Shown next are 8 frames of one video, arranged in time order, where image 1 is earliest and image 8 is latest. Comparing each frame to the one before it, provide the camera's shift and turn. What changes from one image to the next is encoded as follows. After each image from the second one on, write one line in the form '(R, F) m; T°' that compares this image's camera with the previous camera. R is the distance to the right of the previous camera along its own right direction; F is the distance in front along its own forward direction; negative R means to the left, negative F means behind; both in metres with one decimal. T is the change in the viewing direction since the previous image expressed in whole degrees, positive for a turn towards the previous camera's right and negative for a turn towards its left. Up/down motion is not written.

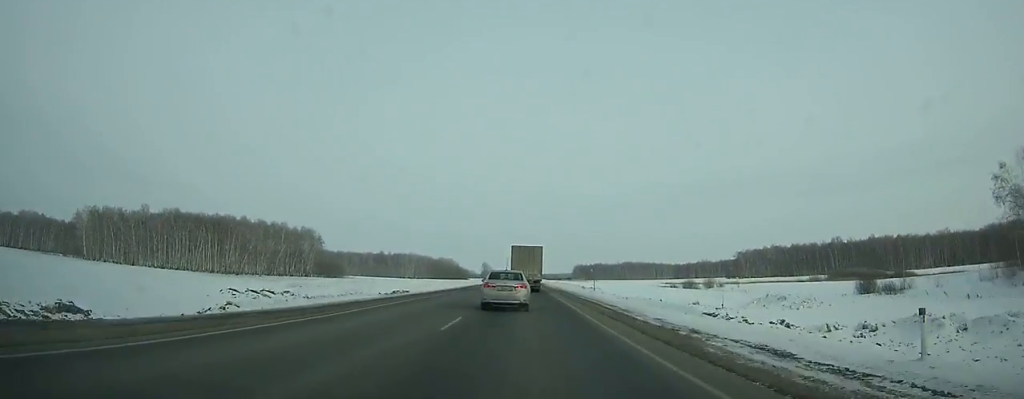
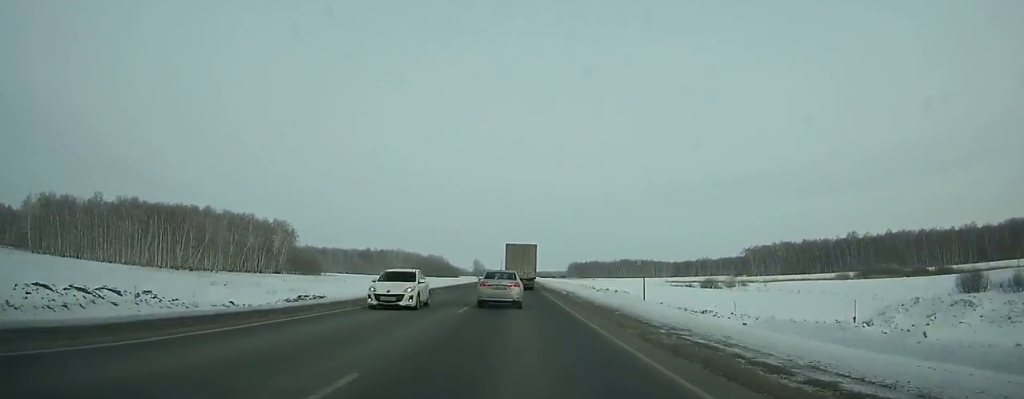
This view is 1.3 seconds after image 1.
(0.0, +27.3) m; 0°
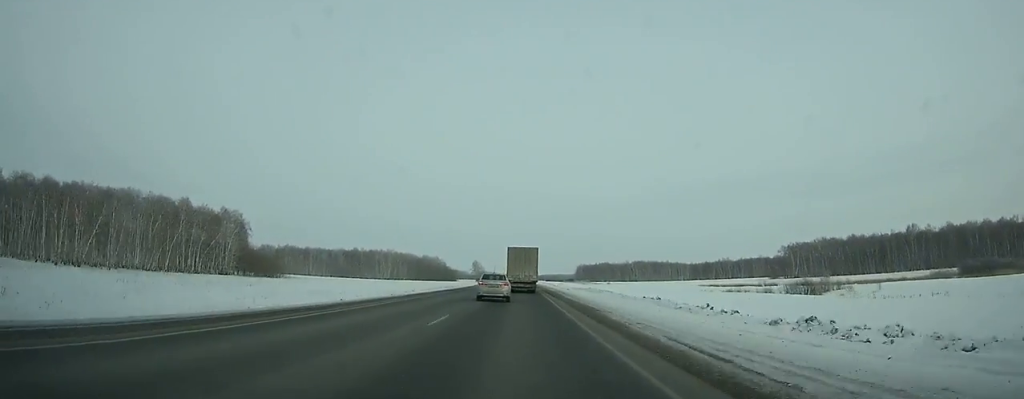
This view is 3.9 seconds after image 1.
(-0.1, +57.2) m; 0°
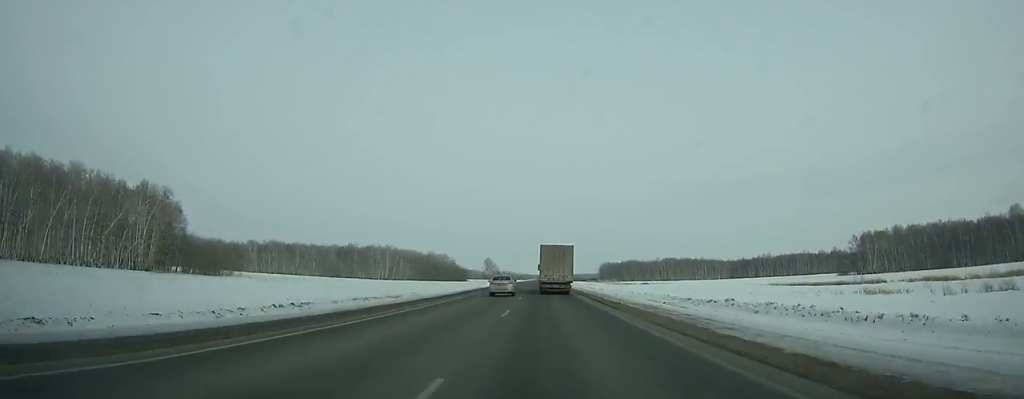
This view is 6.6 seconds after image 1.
(-0.4, +63.8) m; 0°
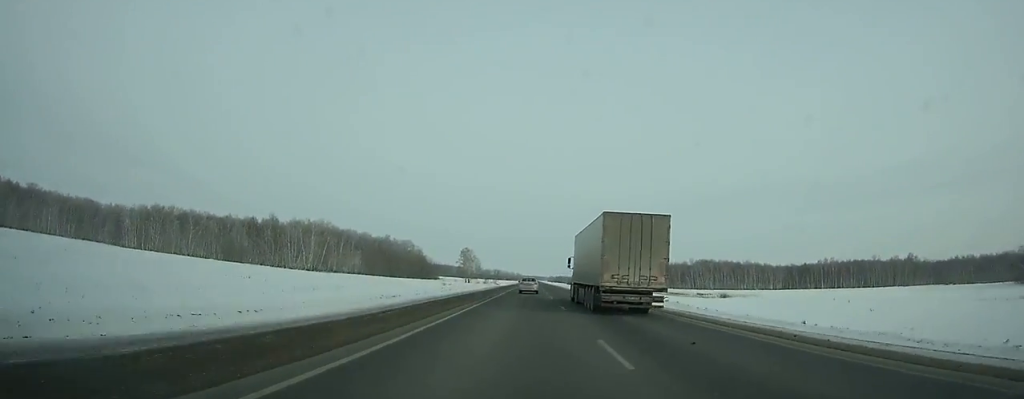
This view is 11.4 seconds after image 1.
(+0.1, +127.2) m; 0°
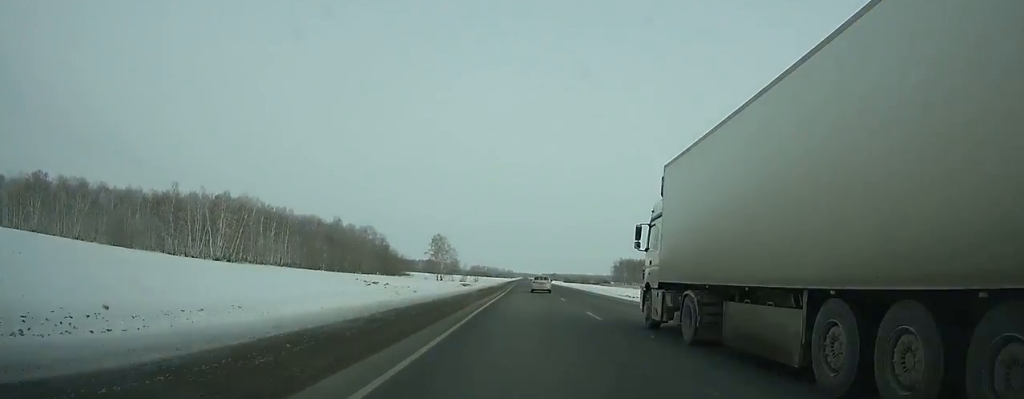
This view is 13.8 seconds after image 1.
(-0.2, +70.4) m; +1°
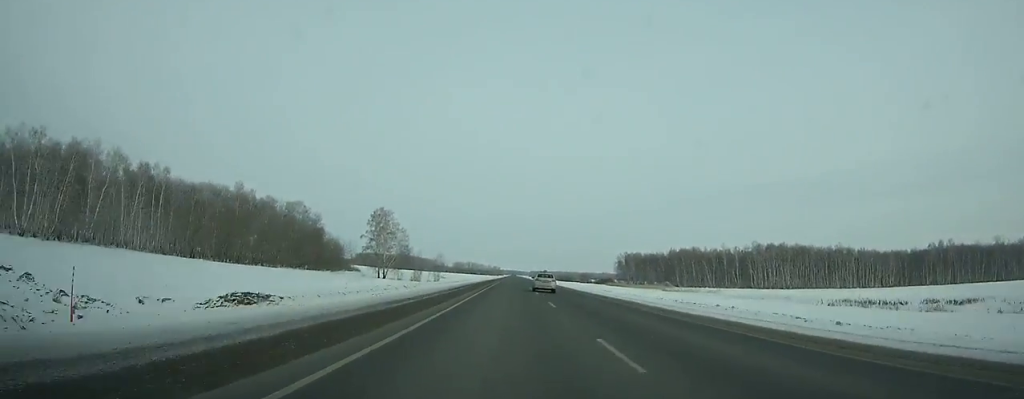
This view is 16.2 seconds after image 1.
(+1.3, +73.3) m; +1°
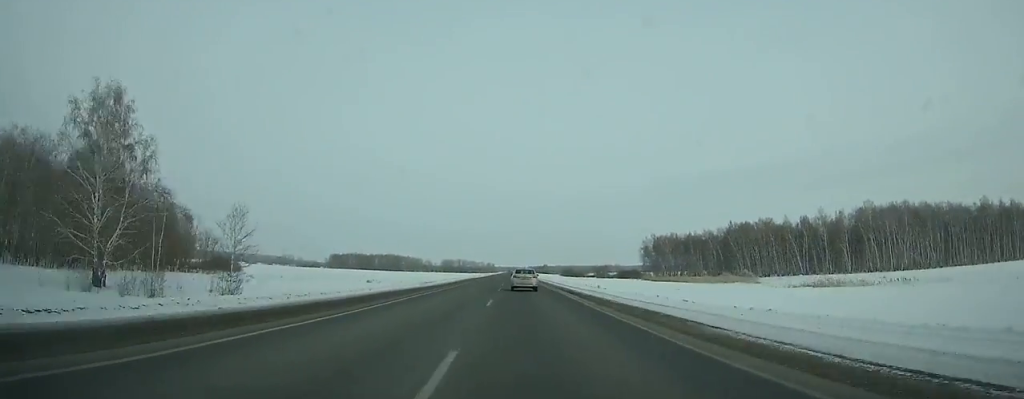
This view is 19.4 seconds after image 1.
(-0.1, +98.5) m; -1°
